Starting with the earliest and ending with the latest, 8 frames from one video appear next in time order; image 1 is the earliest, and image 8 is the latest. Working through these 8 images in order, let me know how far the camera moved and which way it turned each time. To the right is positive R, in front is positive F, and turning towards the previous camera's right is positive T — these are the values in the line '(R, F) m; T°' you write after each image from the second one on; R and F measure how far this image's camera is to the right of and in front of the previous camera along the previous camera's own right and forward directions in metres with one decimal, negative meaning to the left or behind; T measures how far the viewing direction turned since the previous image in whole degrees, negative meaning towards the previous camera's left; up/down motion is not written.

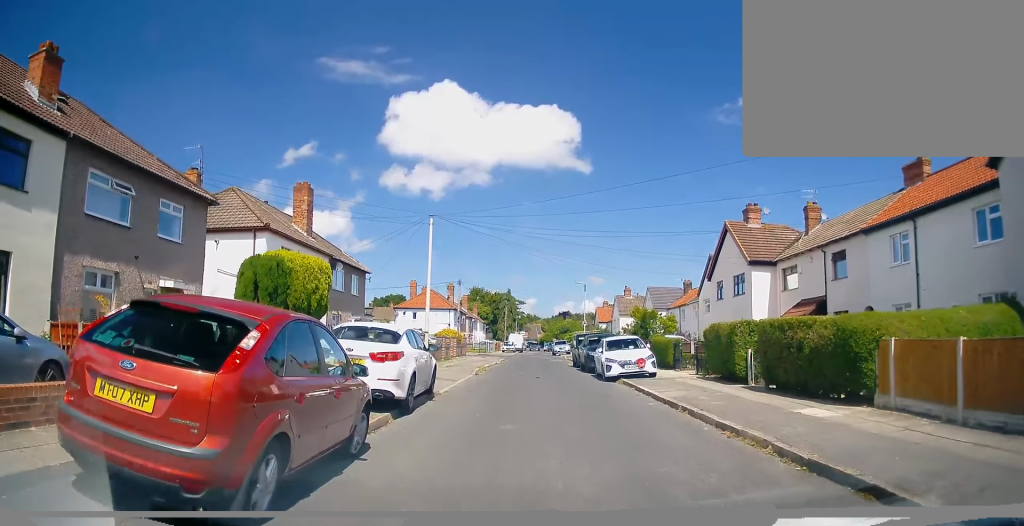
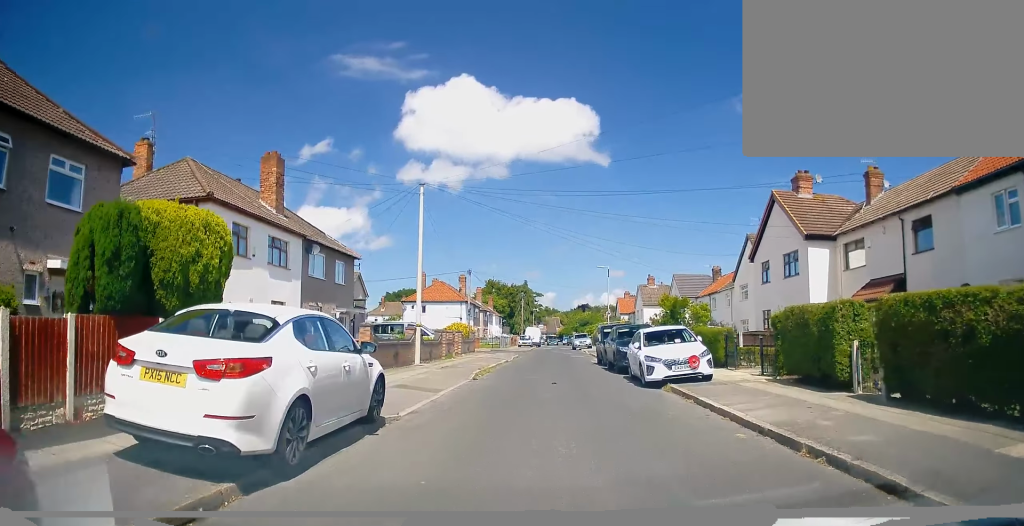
(-0.1, +4.9) m; -4°
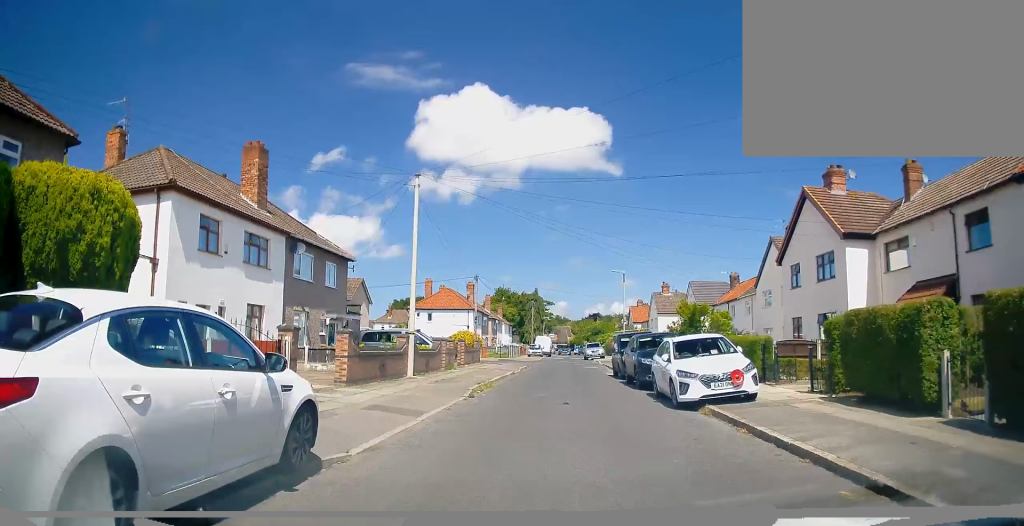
(-0.1, +2.5) m; 0°
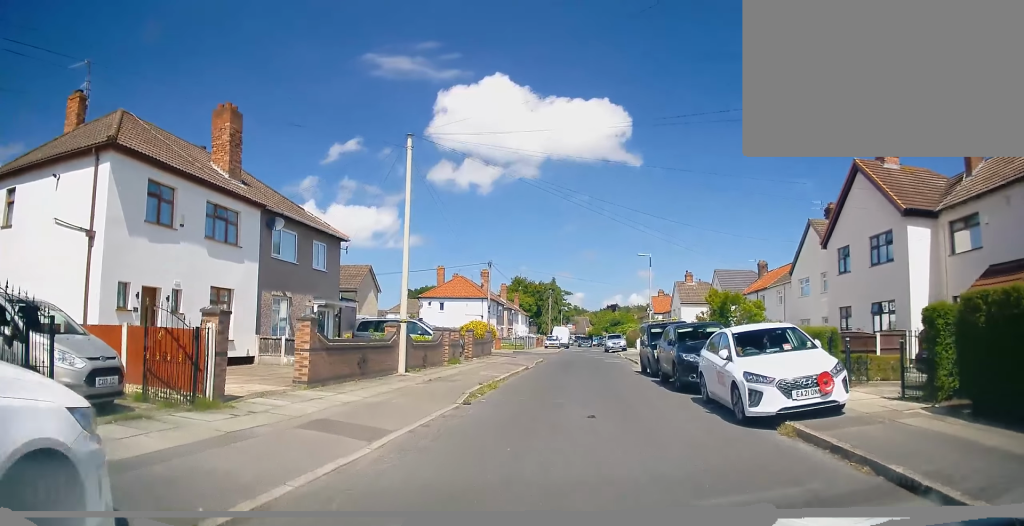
(-0.1, +3.2) m; 0°
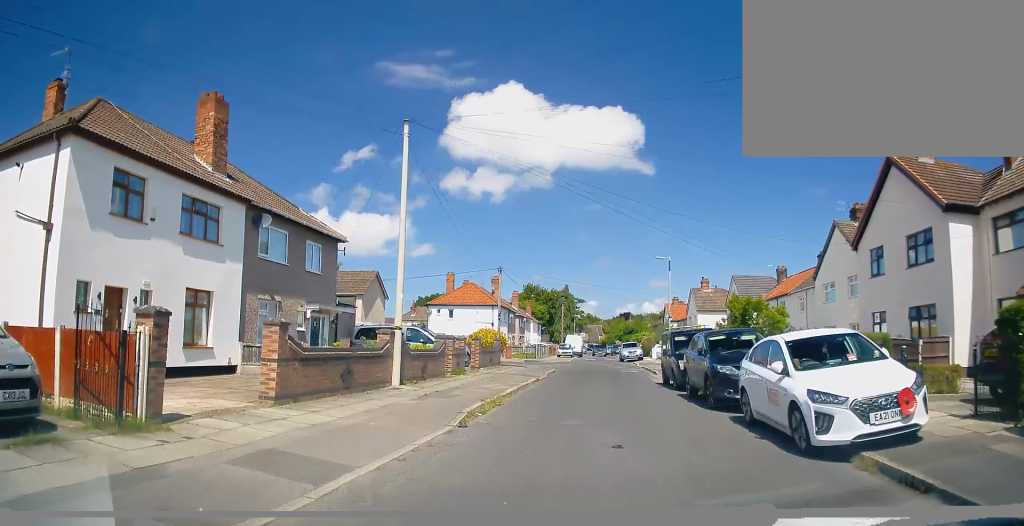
(+0.1, +1.9) m; 0°
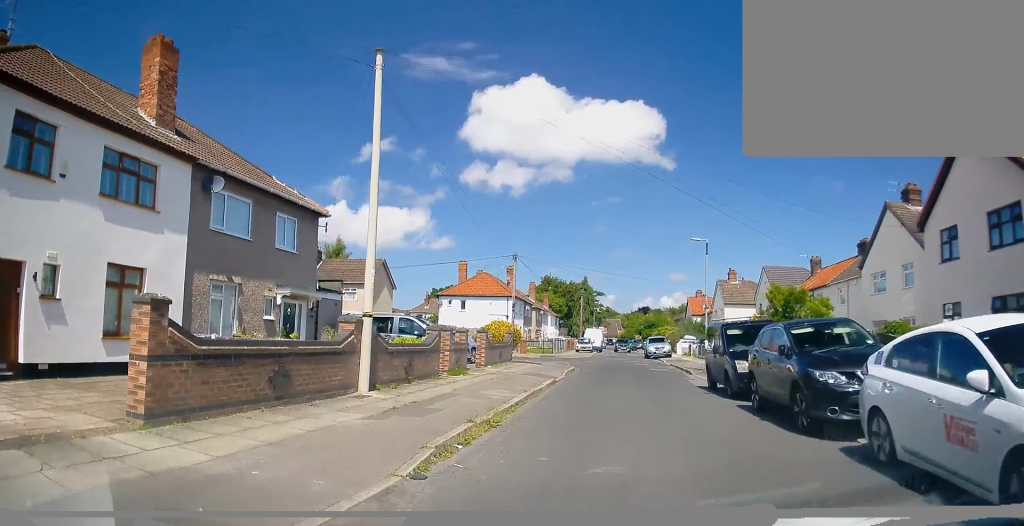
(0.0, +3.9) m; -2°
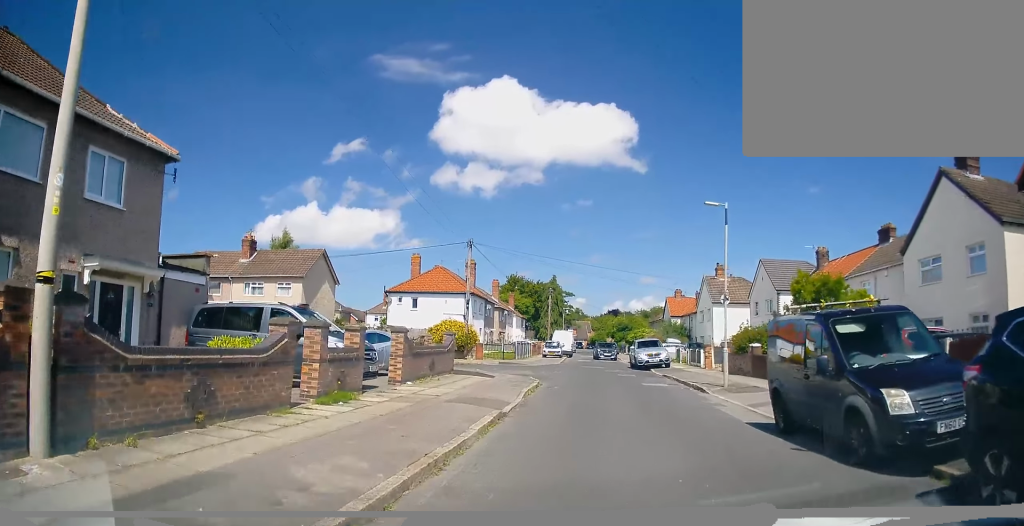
(-0.3, +7.5) m; -2°
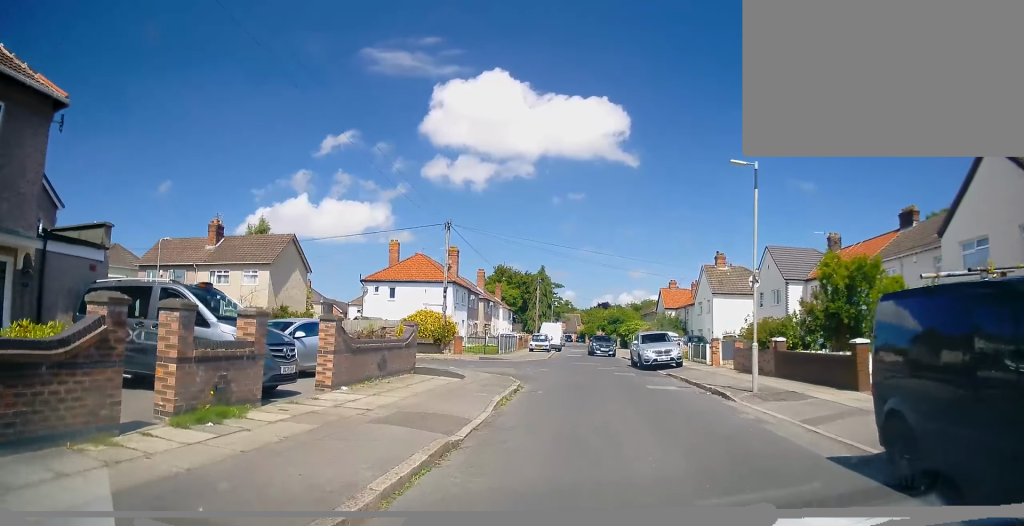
(0.0, +3.8) m; +4°
